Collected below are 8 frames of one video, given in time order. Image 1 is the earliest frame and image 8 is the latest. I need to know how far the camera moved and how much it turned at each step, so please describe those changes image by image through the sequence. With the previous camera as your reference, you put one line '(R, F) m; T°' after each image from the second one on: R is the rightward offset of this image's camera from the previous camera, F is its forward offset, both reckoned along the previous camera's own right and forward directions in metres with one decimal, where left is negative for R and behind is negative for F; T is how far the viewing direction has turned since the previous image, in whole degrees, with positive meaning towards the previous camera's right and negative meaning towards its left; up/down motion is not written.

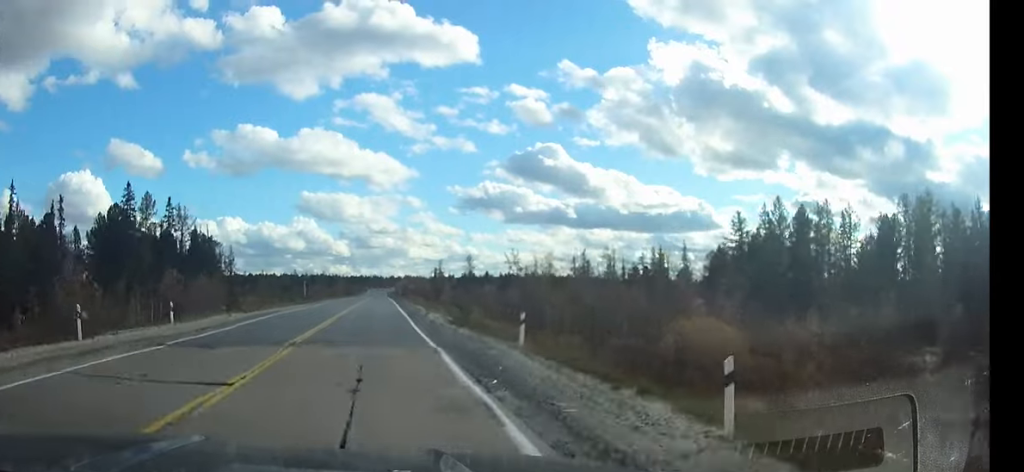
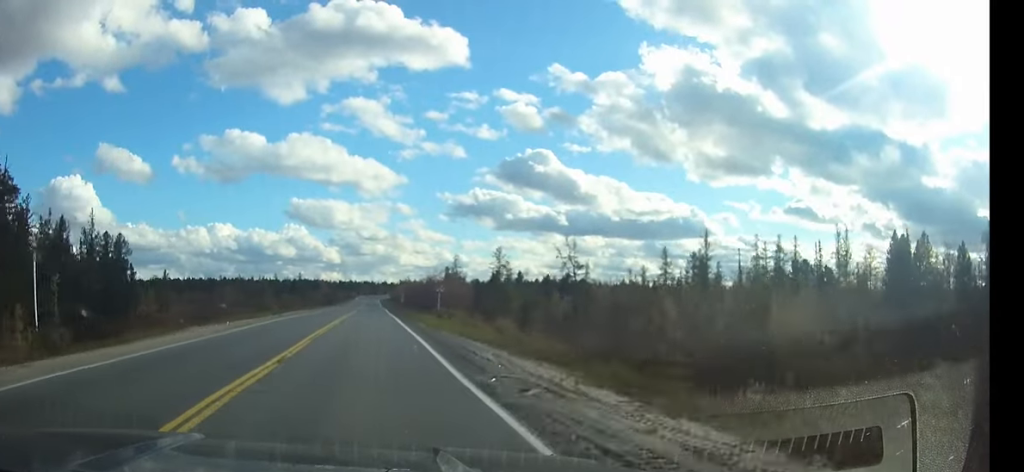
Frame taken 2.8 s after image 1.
(+0.2, +60.5) m; 0°
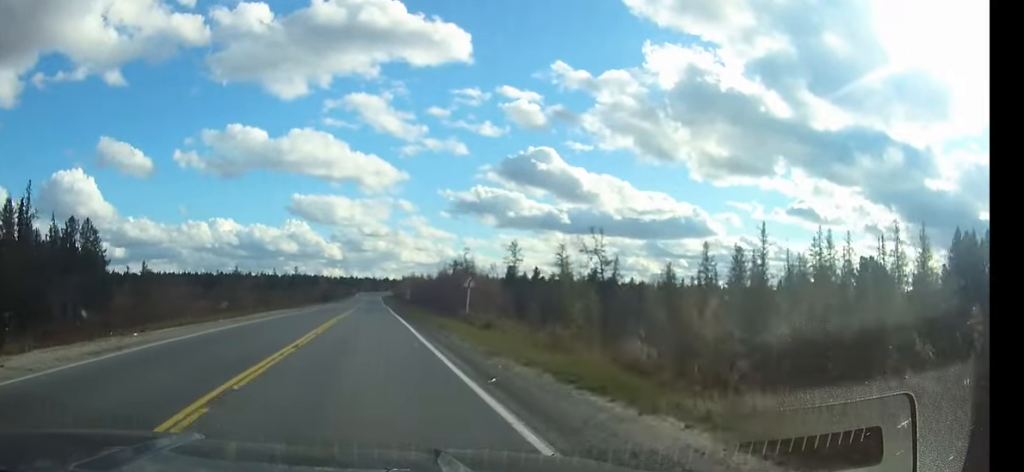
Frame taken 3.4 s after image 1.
(0.0, +13.7) m; 0°
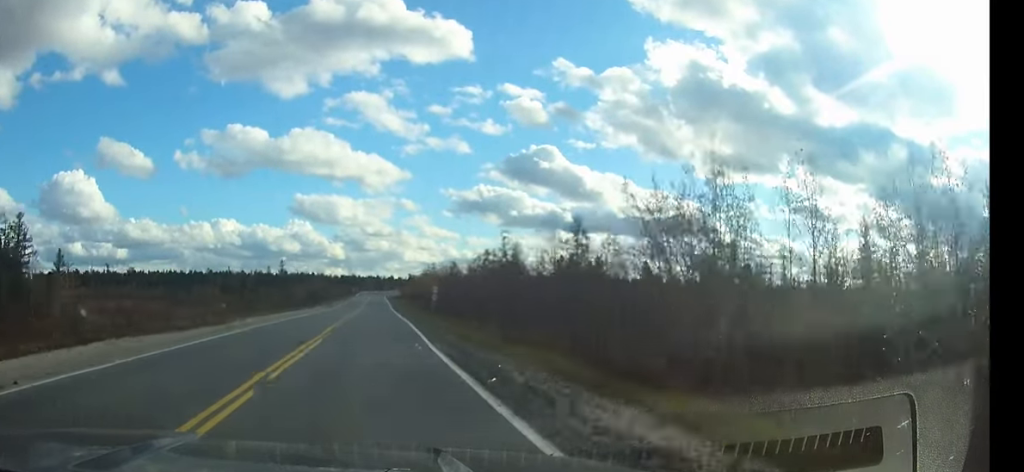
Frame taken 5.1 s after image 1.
(-0.1, +35.5) m; 0°
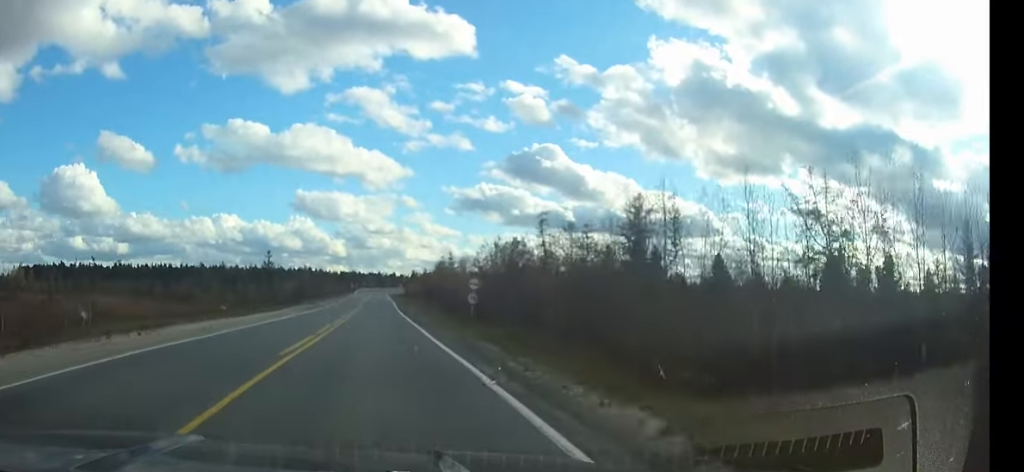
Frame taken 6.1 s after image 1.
(0.0, +21.4) m; 0°
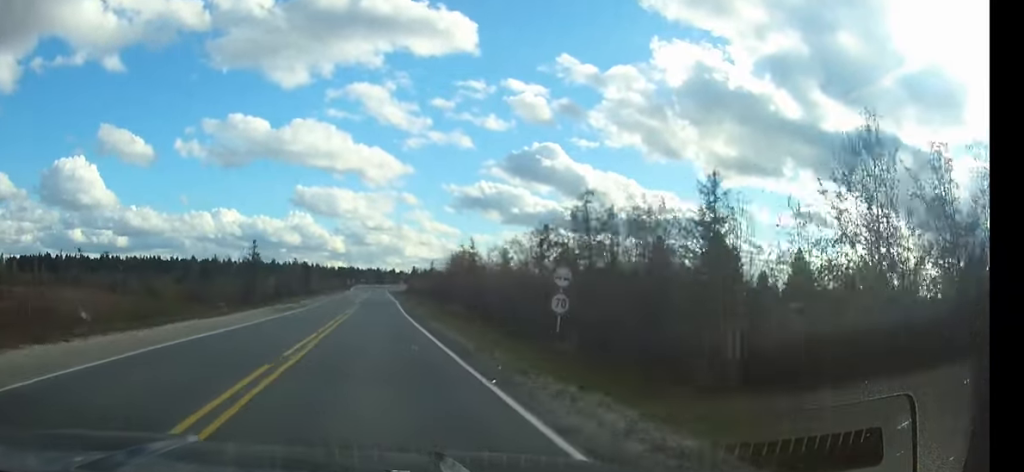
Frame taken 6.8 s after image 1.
(0.0, +16.6) m; 0°
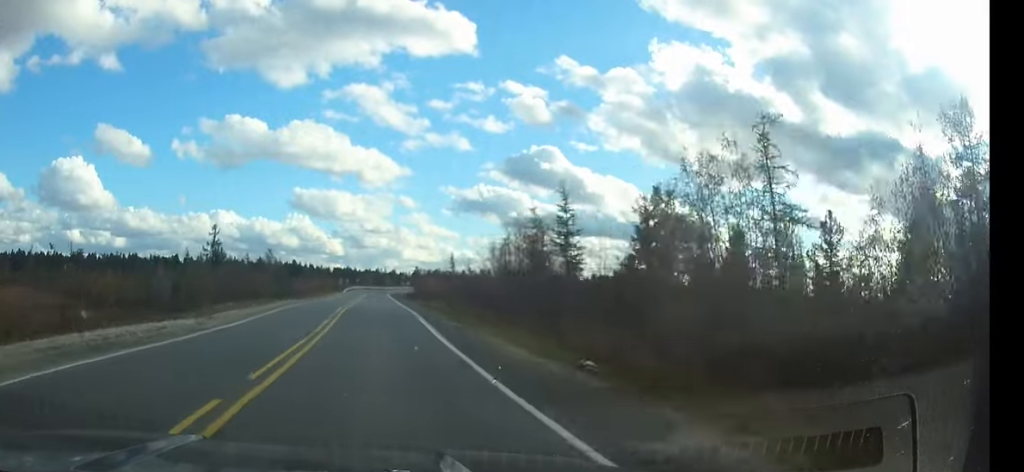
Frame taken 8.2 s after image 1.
(0.0, +30.1) m; 0°
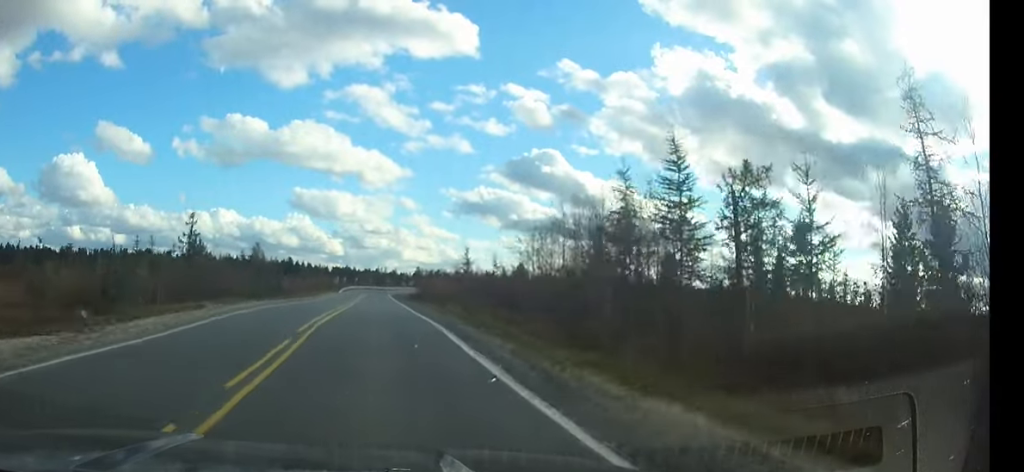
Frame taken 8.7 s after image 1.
(0.0, +12.0) m; 0°
